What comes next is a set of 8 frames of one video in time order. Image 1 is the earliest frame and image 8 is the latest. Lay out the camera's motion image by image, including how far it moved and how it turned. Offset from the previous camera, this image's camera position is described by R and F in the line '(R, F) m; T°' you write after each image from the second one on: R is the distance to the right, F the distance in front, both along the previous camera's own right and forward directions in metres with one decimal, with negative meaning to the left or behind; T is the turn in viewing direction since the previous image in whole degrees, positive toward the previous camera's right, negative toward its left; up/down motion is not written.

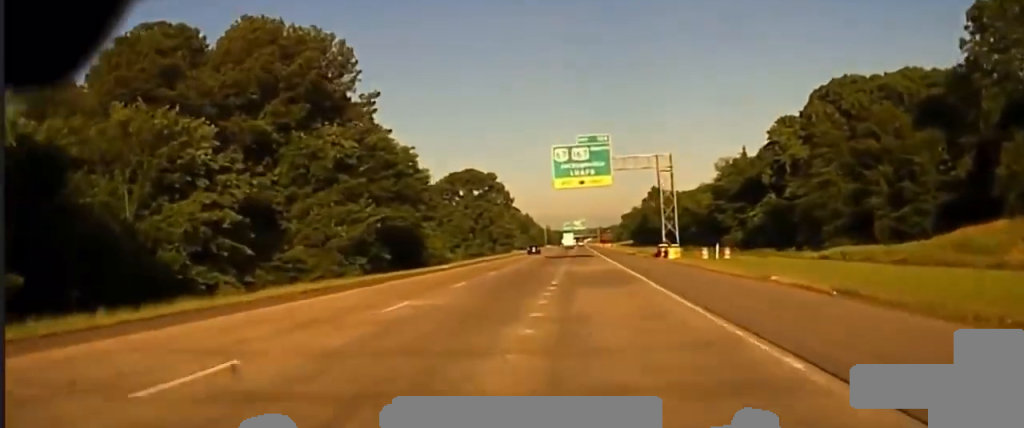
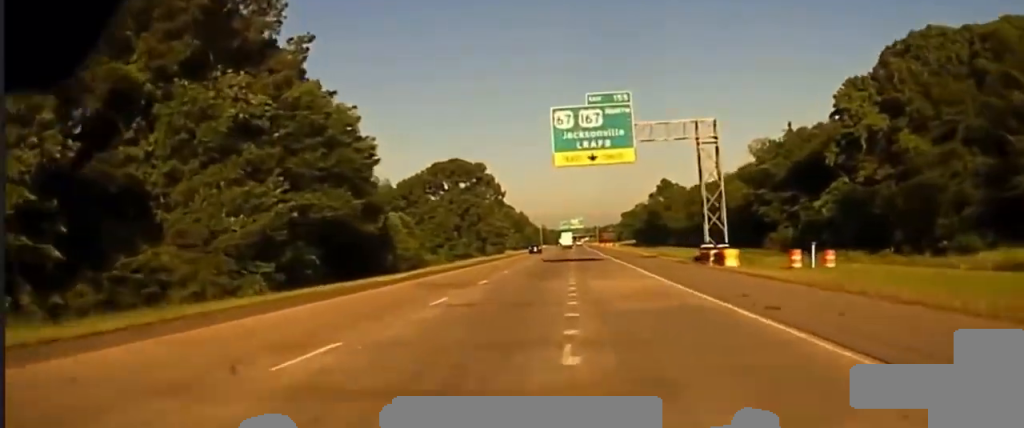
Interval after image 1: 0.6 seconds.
(+0.2, +23.9) m; 0°
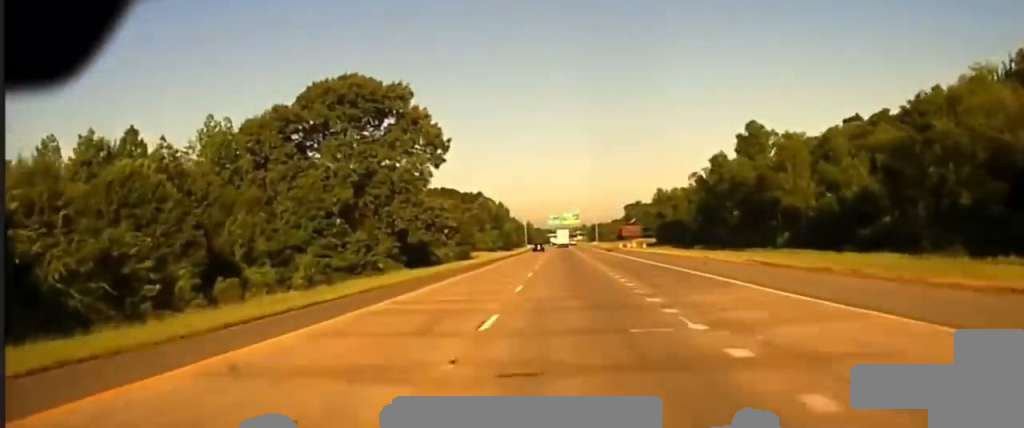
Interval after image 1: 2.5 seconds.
(+0.3, +73.3) m; +1°
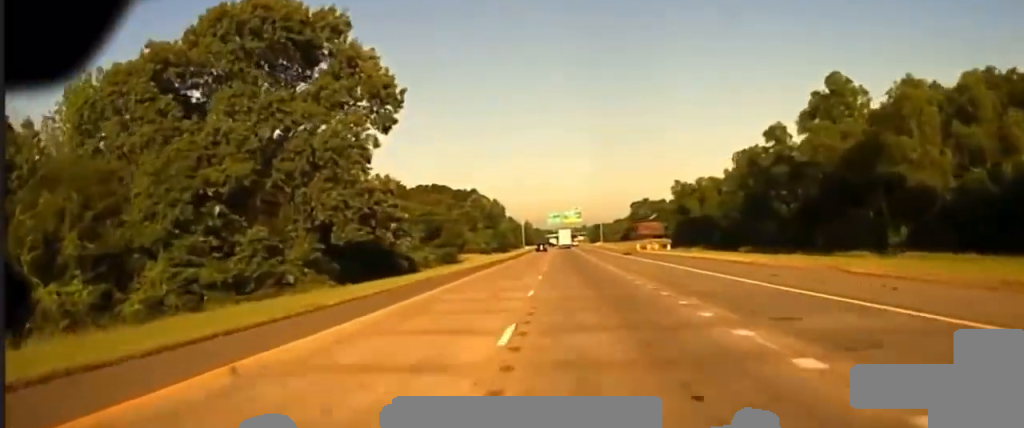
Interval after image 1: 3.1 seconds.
(+0.1, +23.0) m; 0°
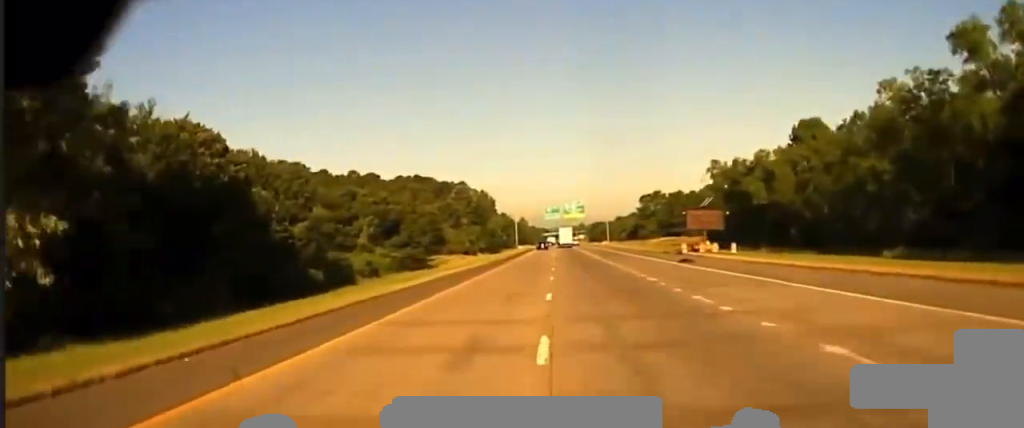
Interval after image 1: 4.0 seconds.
(0.0, +34.8) m; 0°
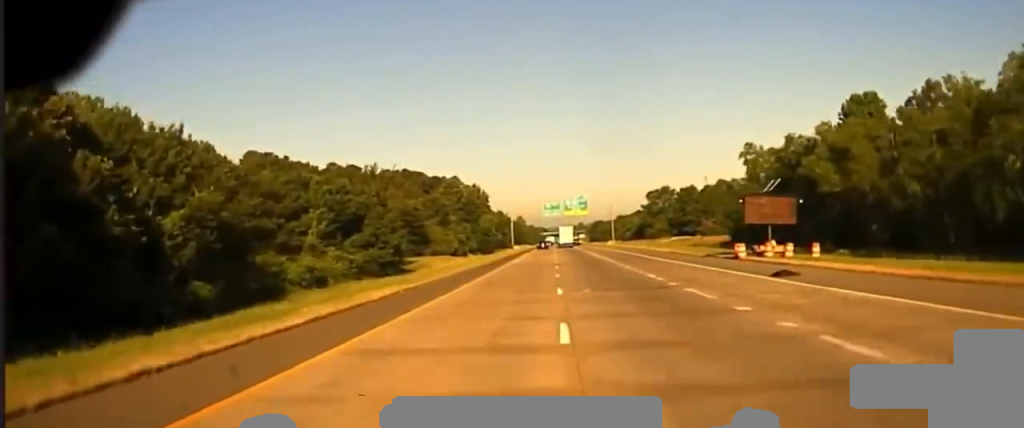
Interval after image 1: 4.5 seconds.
(-0.1, +20.6) m; 0°
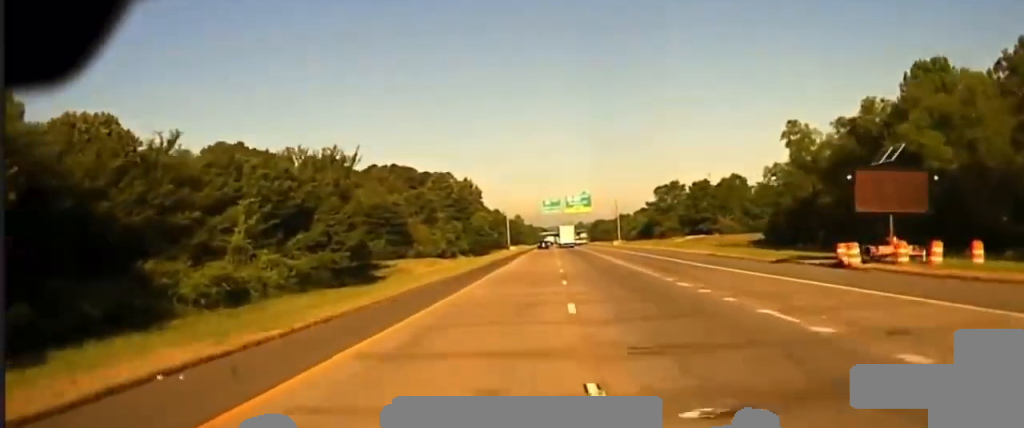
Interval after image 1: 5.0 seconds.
(+0.1, +19.2) m; 0°
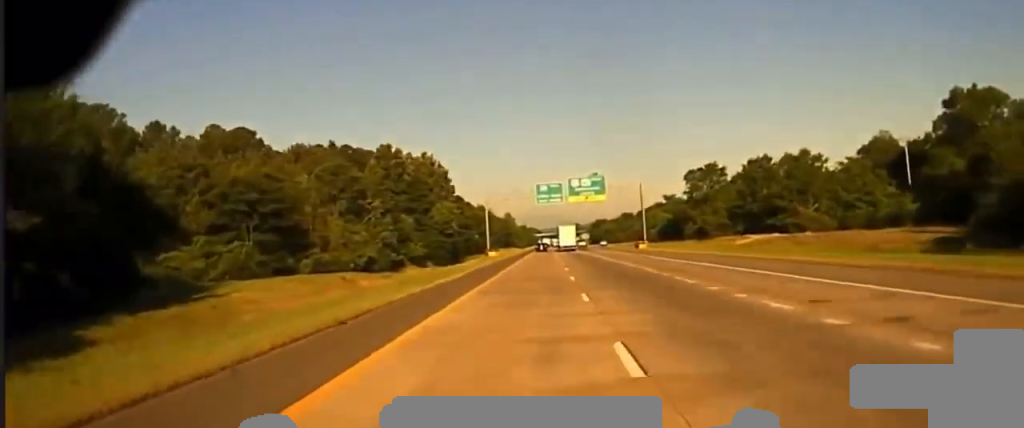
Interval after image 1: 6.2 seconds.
(+0.4, +59.2) m; 0°
